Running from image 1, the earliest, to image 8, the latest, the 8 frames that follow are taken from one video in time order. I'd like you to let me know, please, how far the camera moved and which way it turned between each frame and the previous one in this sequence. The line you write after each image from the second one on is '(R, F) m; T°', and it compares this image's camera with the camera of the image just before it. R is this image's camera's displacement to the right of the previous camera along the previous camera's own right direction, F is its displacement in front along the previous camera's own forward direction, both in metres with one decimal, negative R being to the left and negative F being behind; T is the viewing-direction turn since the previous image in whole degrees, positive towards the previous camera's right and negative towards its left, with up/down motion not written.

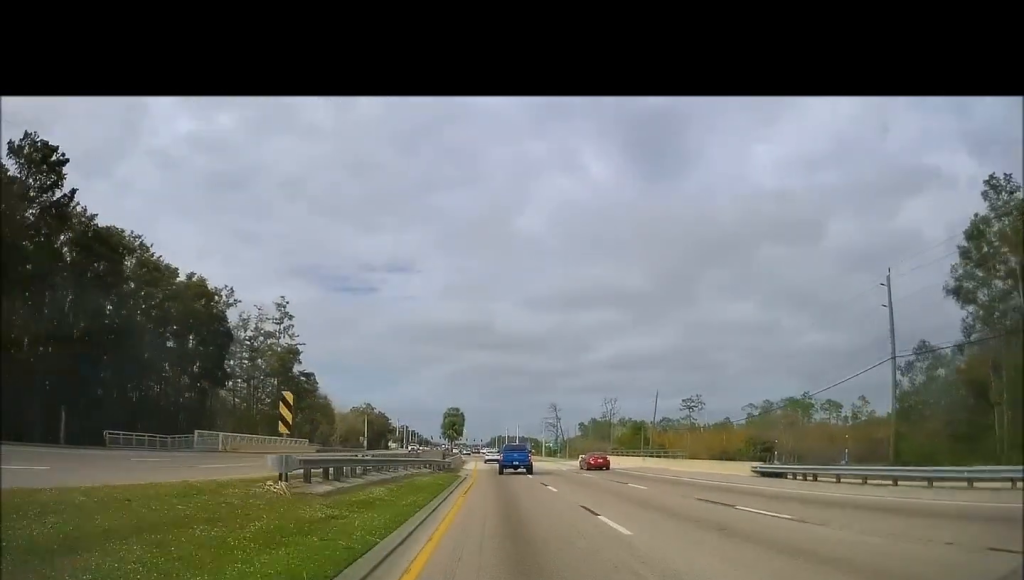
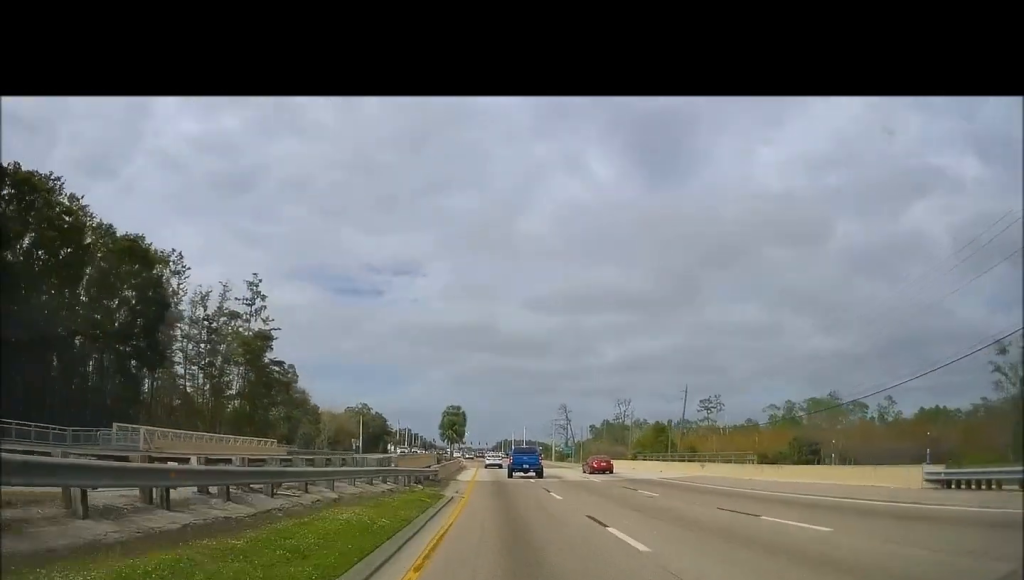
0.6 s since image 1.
(0.0, +13.6) m; -1°
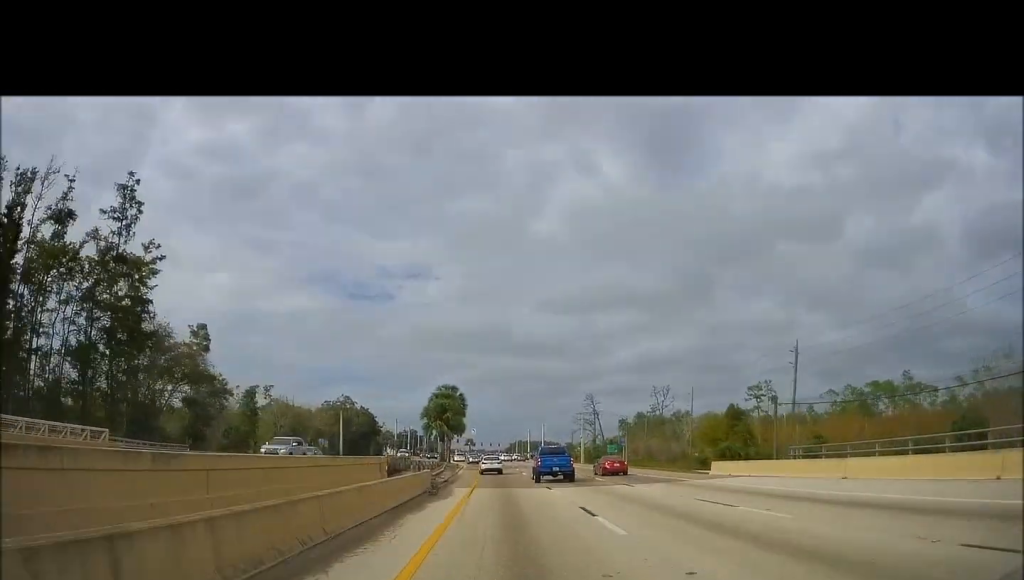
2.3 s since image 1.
(-0.5, +30.4) m; -2°
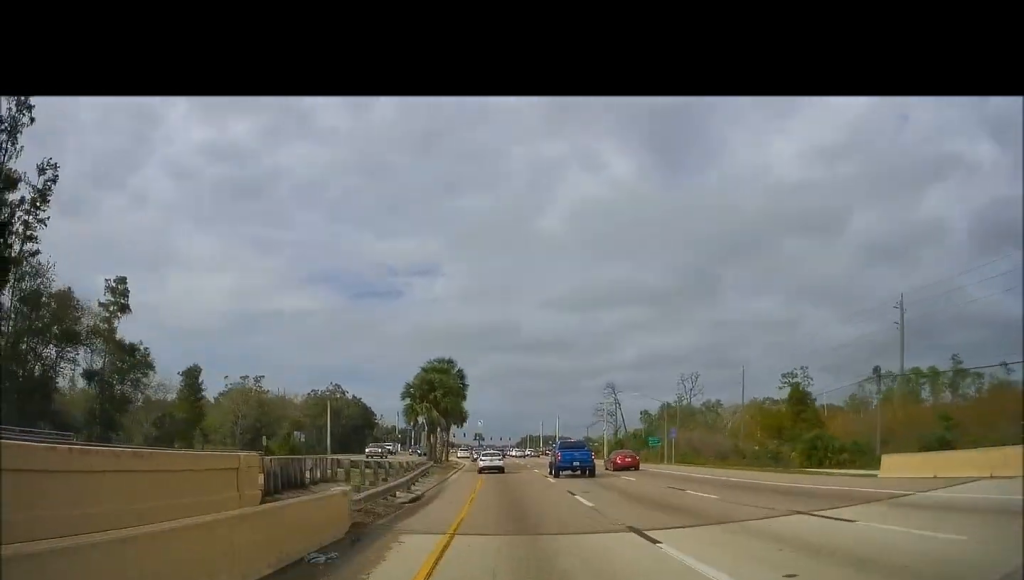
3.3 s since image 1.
(-0.2, +16.6) m; -1°
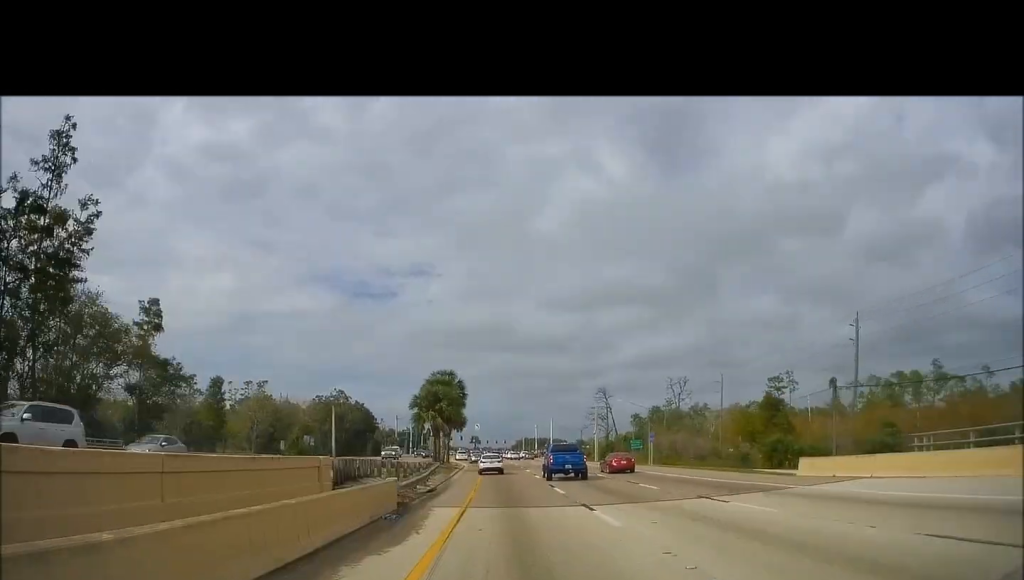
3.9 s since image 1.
(-0.1, +8.5) m; 0°
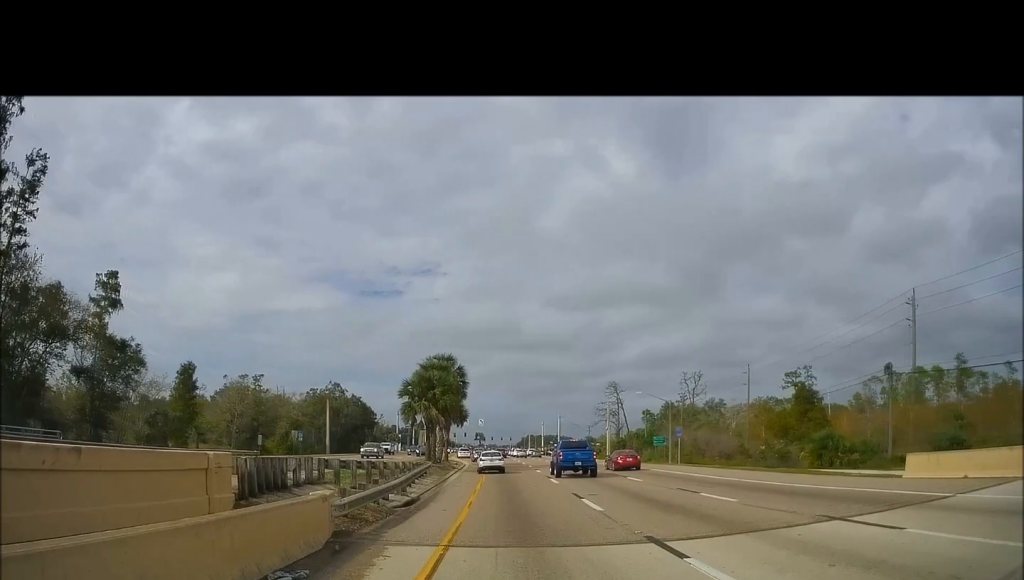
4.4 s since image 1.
(-0.1, +7.4) m; 0°
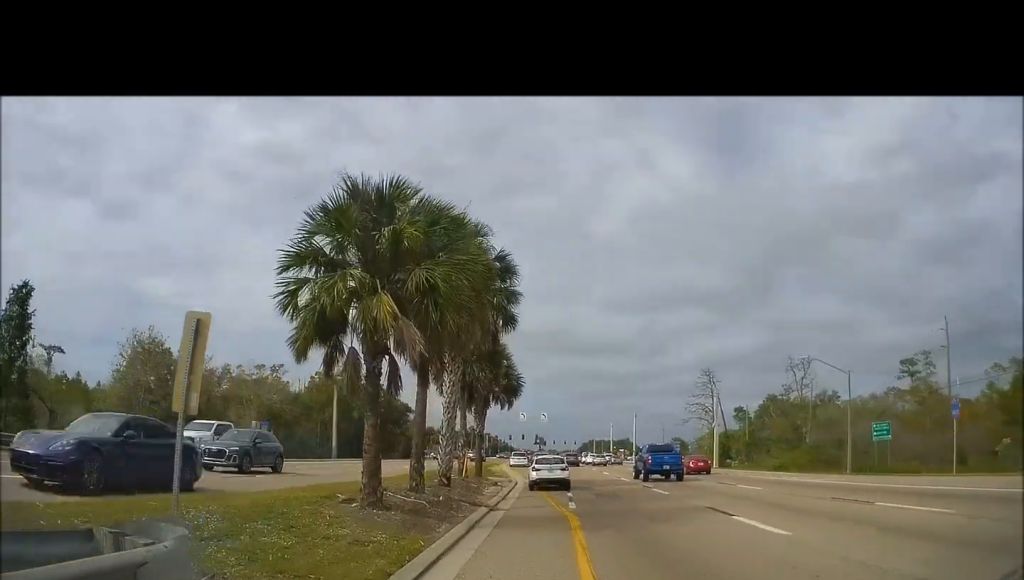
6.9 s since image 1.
(-0.4, +29.0) m; -5°
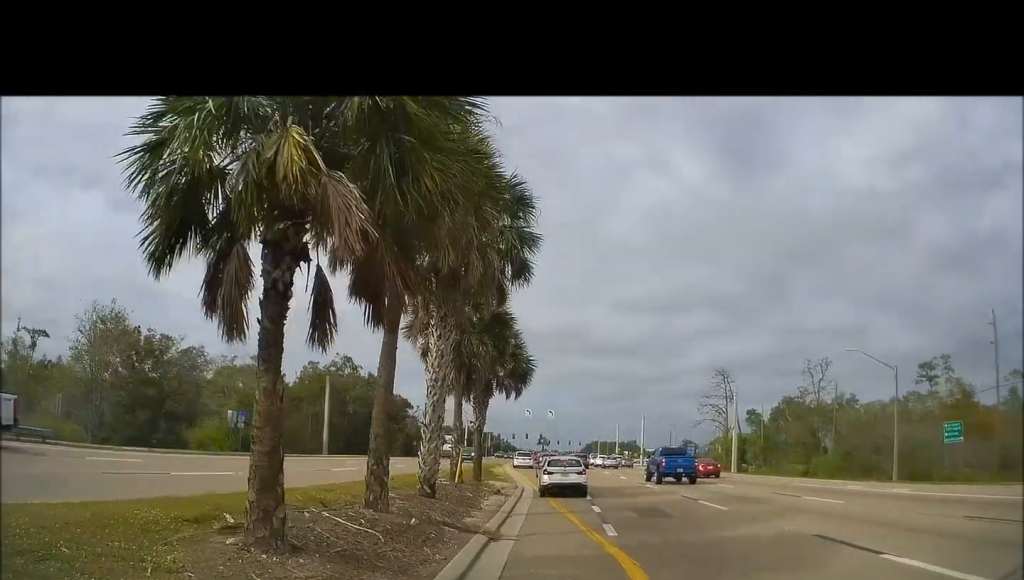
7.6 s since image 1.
(0.0, +5.9) m; -2°
